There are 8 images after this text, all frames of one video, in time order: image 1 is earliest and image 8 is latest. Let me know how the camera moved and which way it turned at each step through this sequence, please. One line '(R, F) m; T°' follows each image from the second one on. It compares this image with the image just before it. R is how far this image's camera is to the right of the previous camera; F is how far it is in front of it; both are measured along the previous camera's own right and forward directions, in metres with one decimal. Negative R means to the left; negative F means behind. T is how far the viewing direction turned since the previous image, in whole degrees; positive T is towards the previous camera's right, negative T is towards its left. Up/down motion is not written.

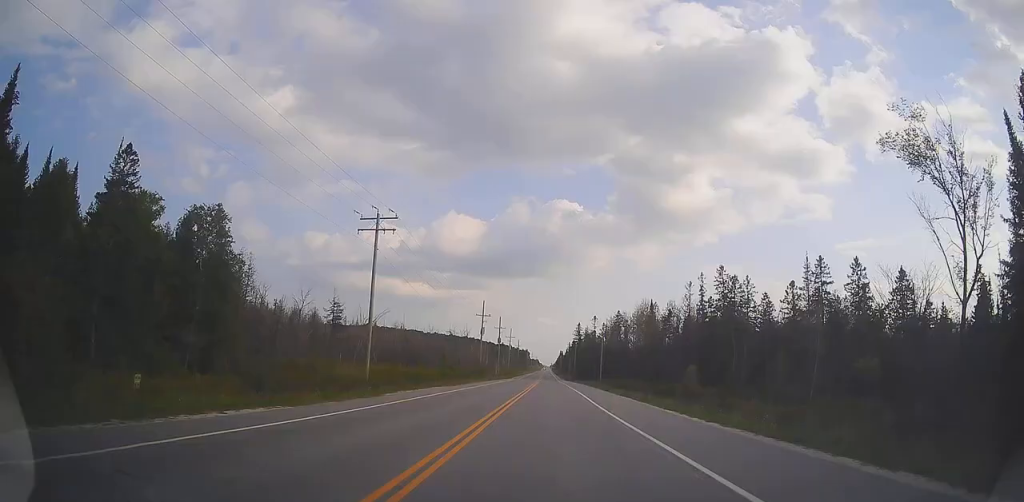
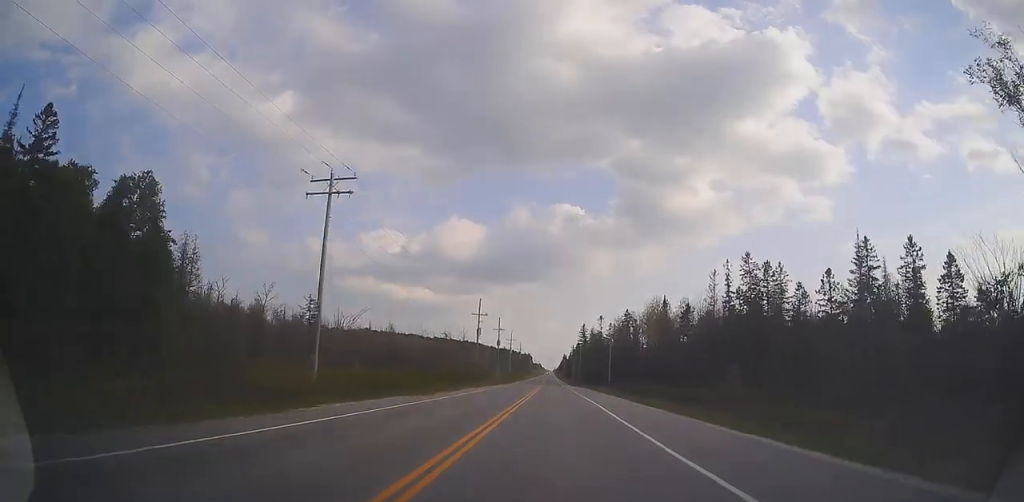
(+0.2, +10.5) m; +1°
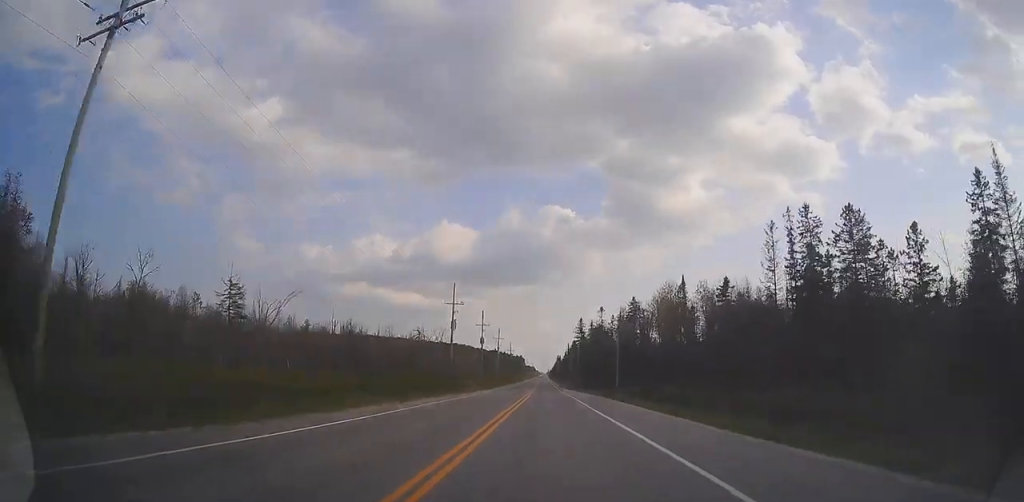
(+0.2, +20.2) m; 0°
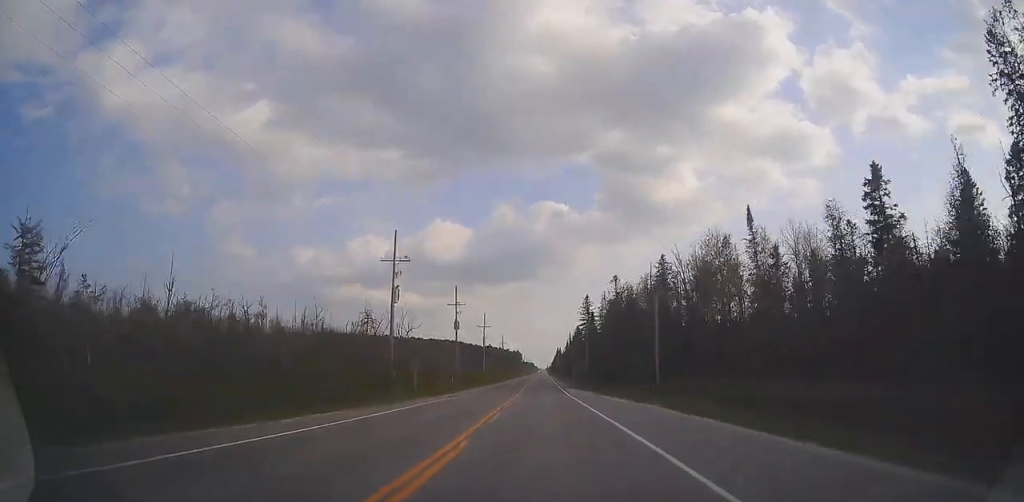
(-0.3, +31.2) m; -2°
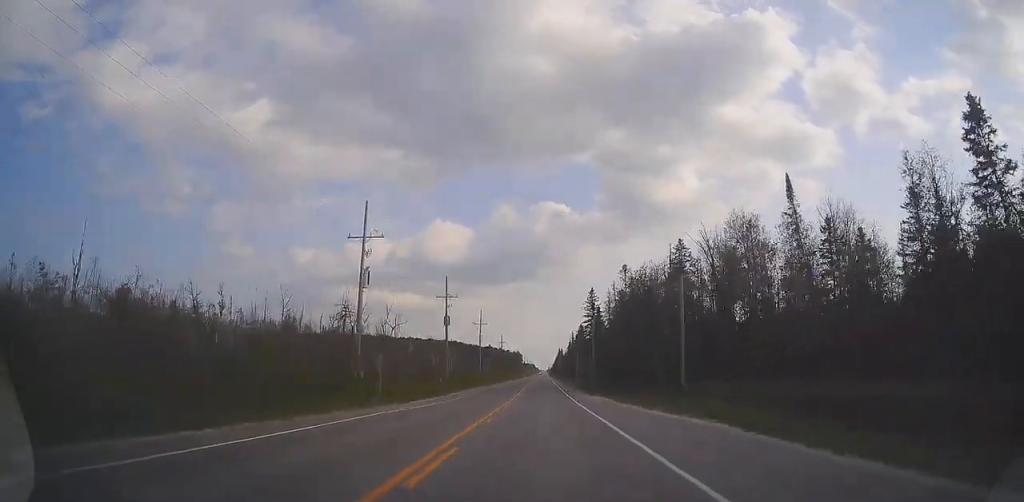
(-0.1, +9.7) m; 0°
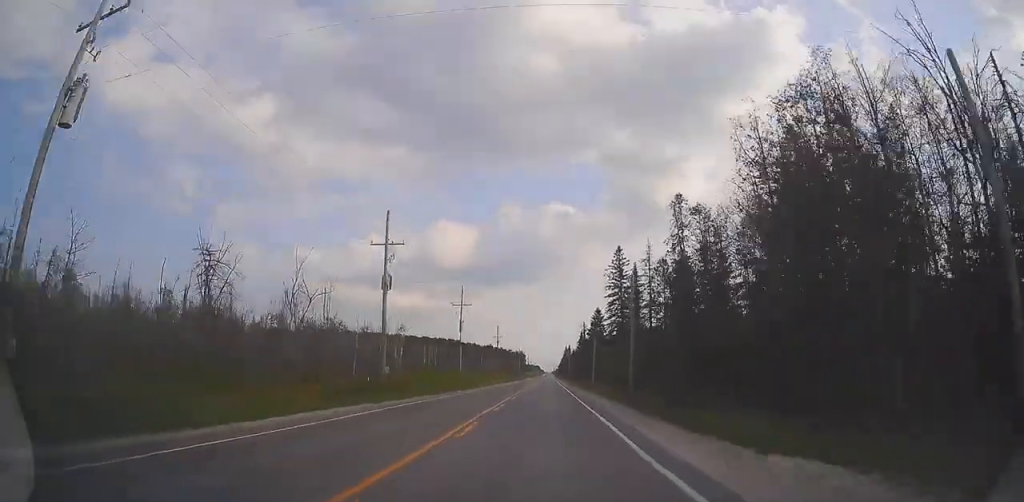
(-0.1, +32.6) m; -1°
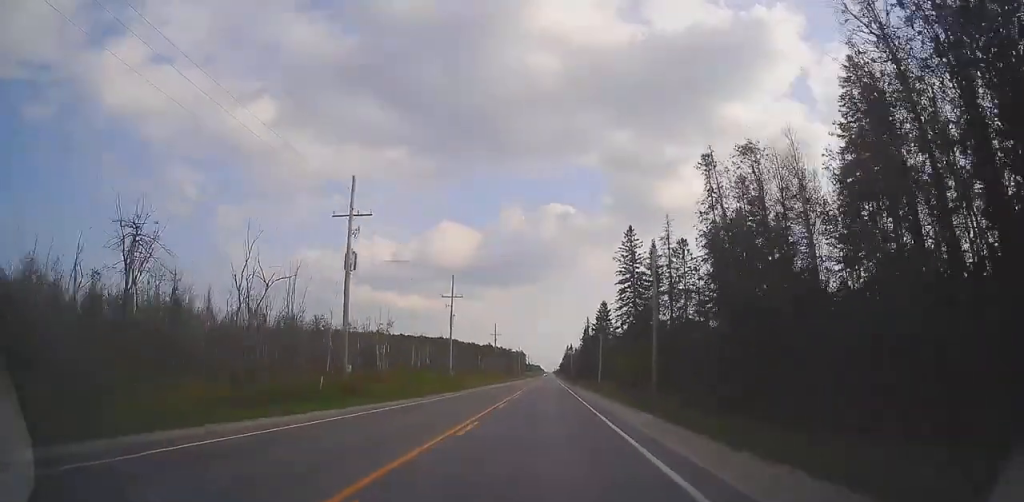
(-0.1, +9.3) m; 0°
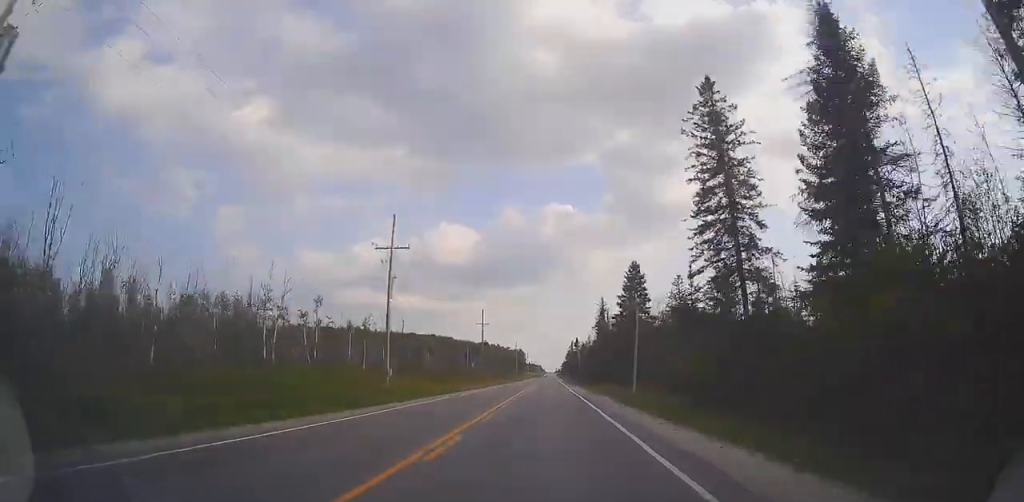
(-0.3, +30.5) m; 0°
